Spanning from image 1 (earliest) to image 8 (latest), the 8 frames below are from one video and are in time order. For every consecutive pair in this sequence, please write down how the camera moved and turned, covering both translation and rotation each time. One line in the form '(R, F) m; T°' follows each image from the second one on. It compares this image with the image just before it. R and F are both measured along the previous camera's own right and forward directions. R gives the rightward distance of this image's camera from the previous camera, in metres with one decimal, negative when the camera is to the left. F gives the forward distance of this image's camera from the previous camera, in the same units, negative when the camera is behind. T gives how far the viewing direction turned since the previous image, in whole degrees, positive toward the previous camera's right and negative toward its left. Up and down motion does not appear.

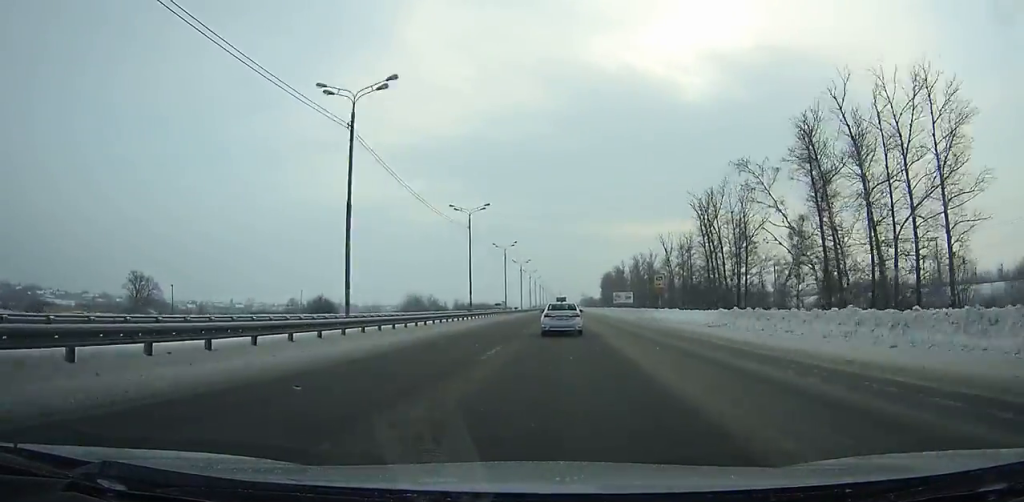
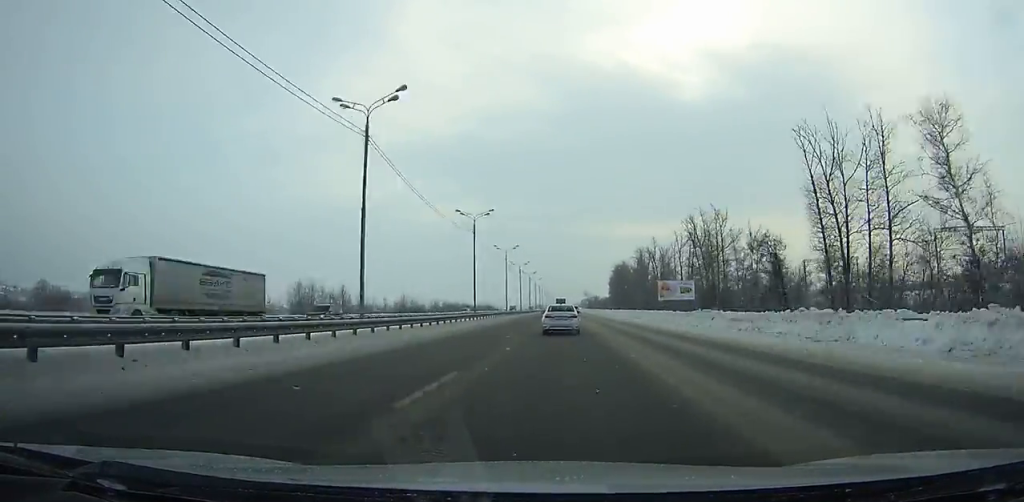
(+0.3, +87.3) m; 0°
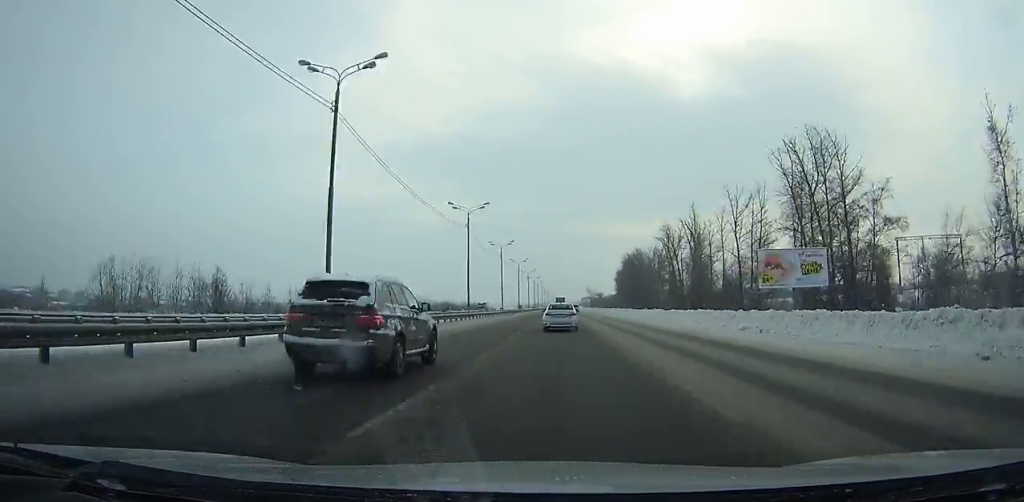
(0.0, +49.9) m; 0°
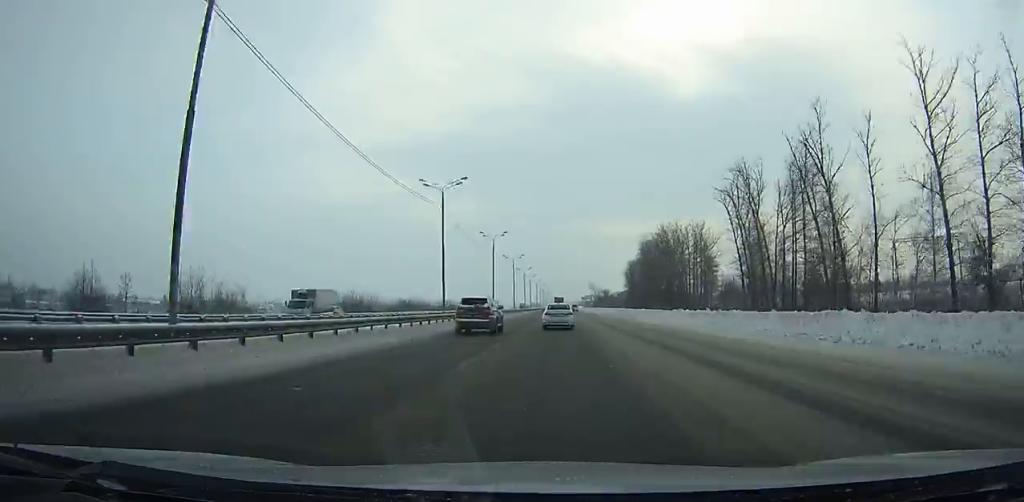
(+0.2, +58.2) m; 0°
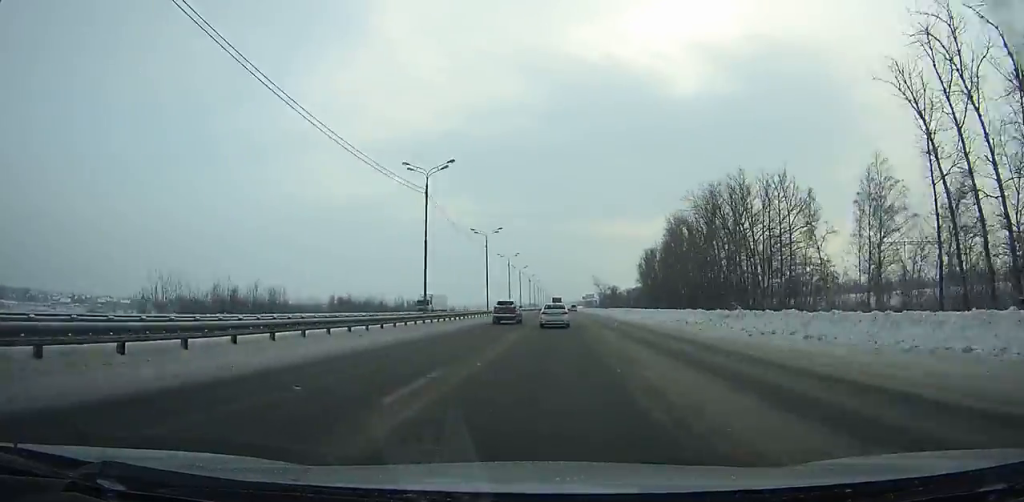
(+0.1, +52.0) m; 0°
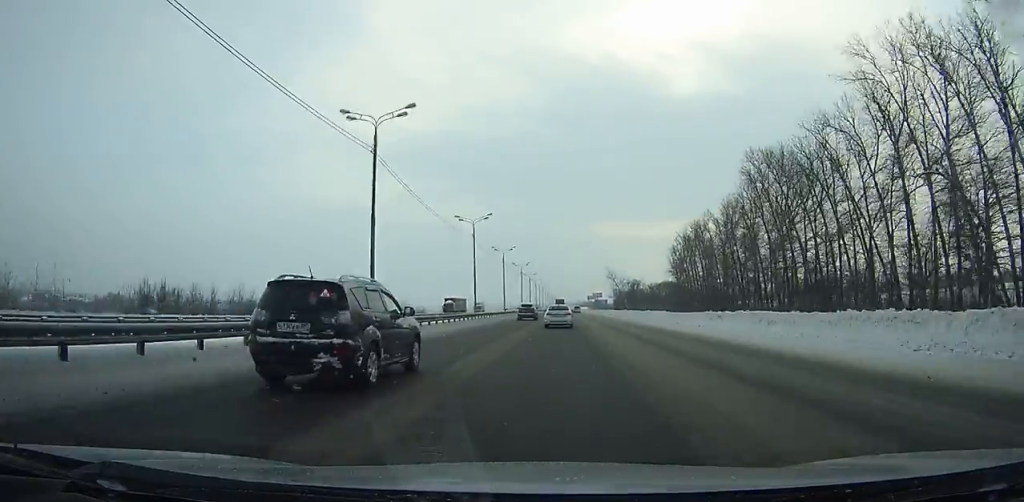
(-0.4, +62.7) m; 0°
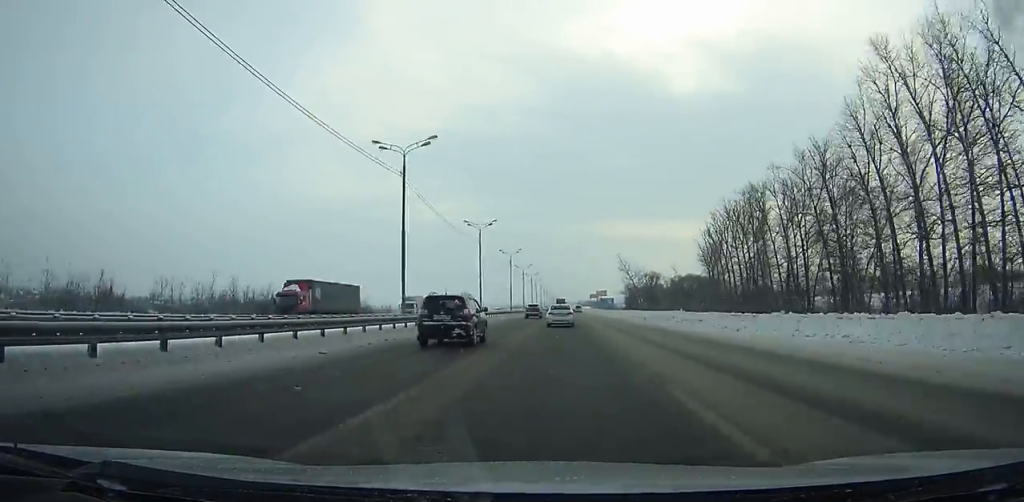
(-0.1, +38.0) m; 0°
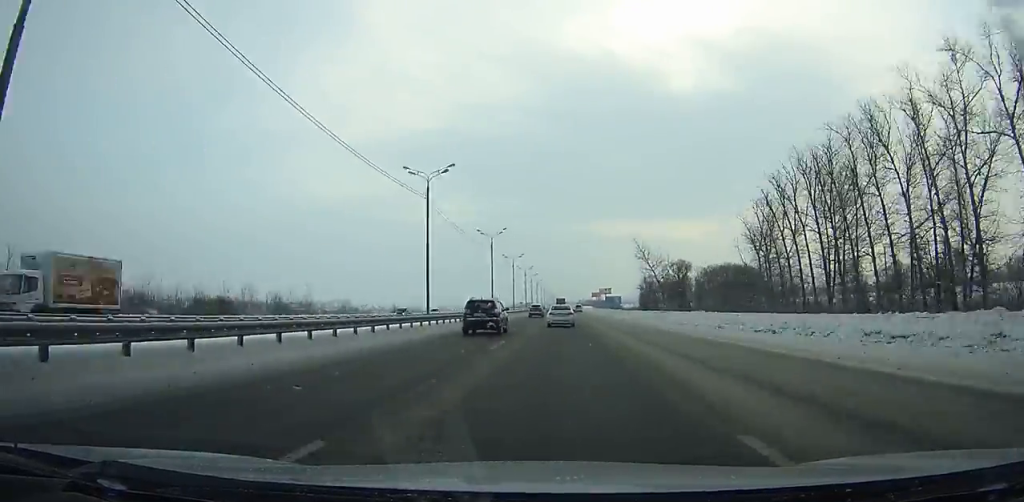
(0.0, +36.2) m; 0°
